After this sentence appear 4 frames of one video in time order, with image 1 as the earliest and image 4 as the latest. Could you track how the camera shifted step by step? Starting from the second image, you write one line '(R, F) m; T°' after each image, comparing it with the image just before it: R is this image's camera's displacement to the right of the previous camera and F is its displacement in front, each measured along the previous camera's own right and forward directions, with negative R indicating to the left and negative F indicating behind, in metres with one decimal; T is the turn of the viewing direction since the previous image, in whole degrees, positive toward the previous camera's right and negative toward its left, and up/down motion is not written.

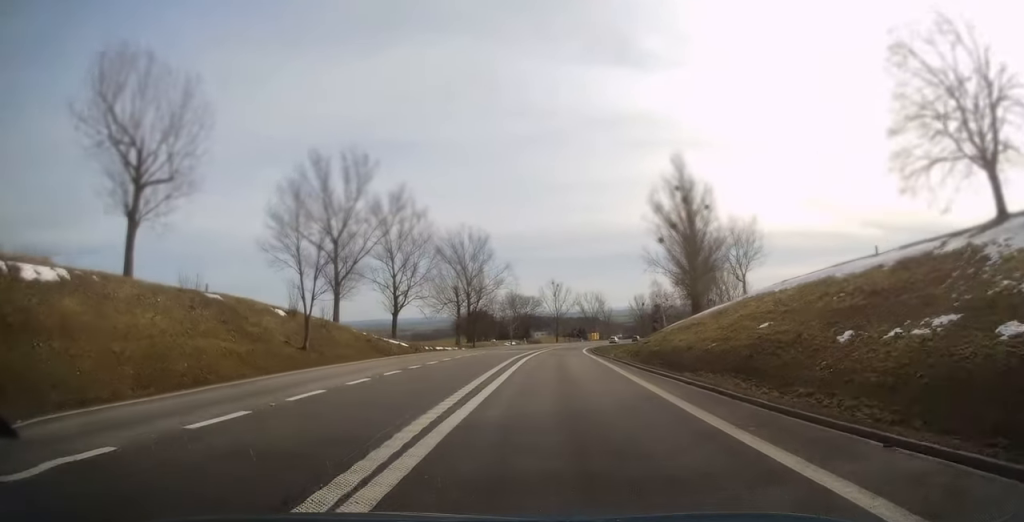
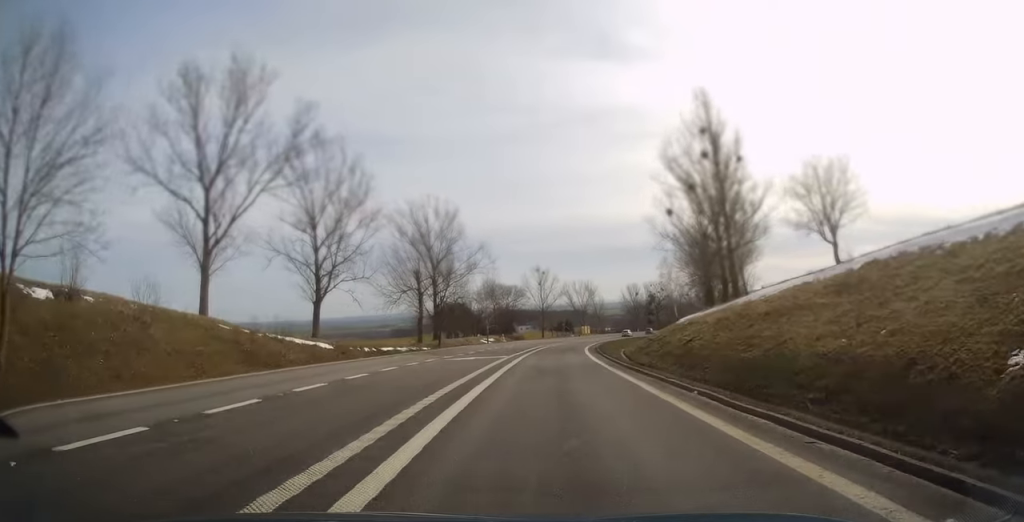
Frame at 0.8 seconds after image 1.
(+0.1, +22.0) m; +1°
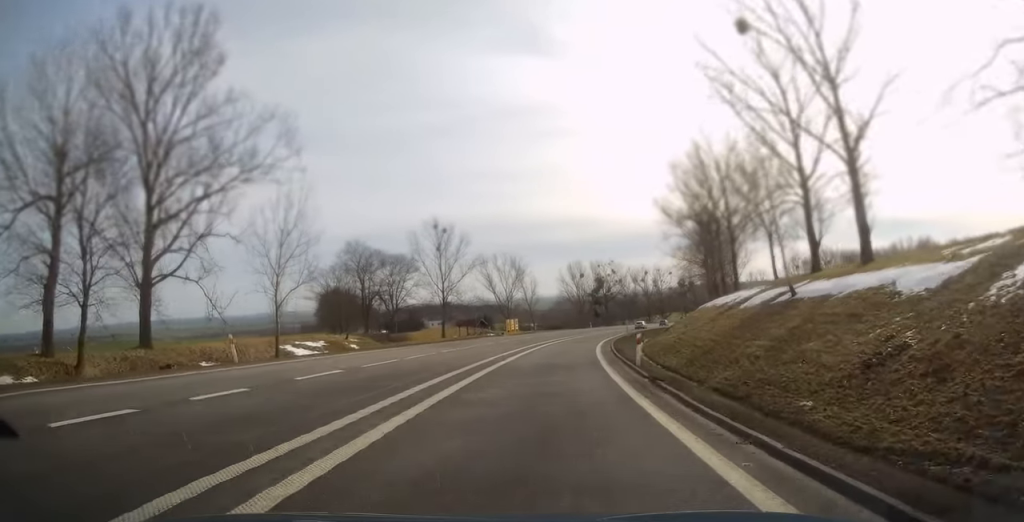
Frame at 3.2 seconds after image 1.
(+2.7, +61.5) m; +6°
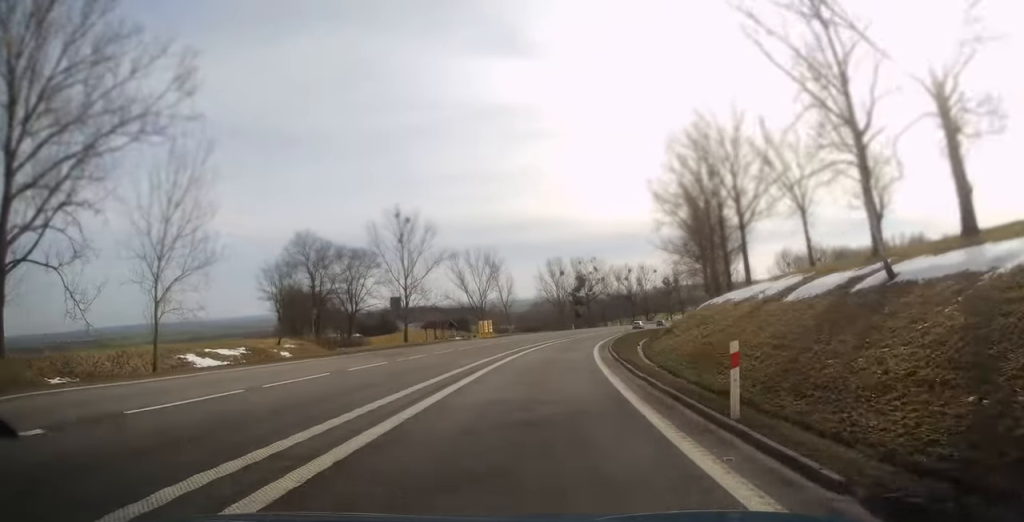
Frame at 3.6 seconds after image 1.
(+0.3, +11.7) m; +2°
